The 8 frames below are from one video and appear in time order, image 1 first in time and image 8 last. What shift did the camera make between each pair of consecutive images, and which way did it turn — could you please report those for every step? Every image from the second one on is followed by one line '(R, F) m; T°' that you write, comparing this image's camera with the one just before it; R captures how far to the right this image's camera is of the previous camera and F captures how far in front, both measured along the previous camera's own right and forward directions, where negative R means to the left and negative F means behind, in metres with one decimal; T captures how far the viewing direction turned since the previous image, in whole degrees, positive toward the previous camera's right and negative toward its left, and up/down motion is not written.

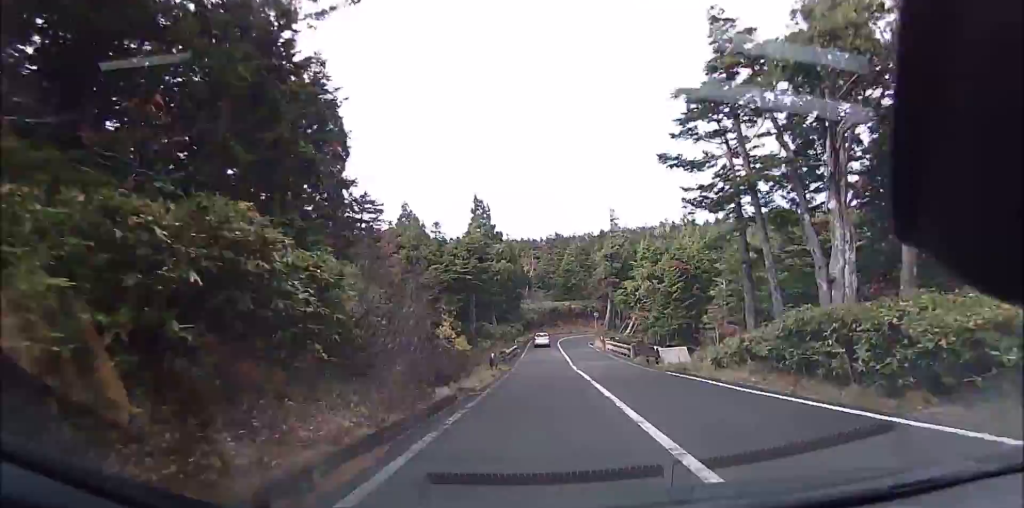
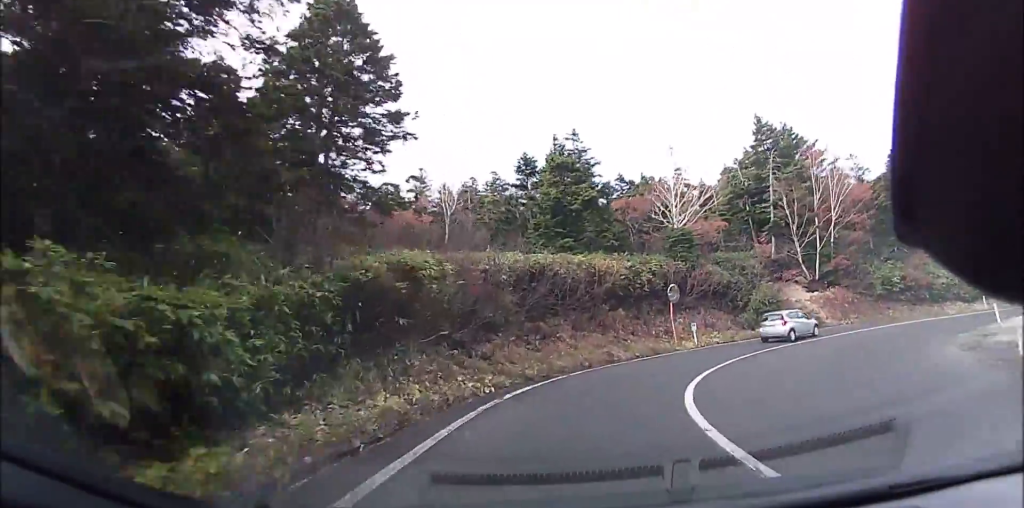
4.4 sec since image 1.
(-1.1, +57.7) m; +8°
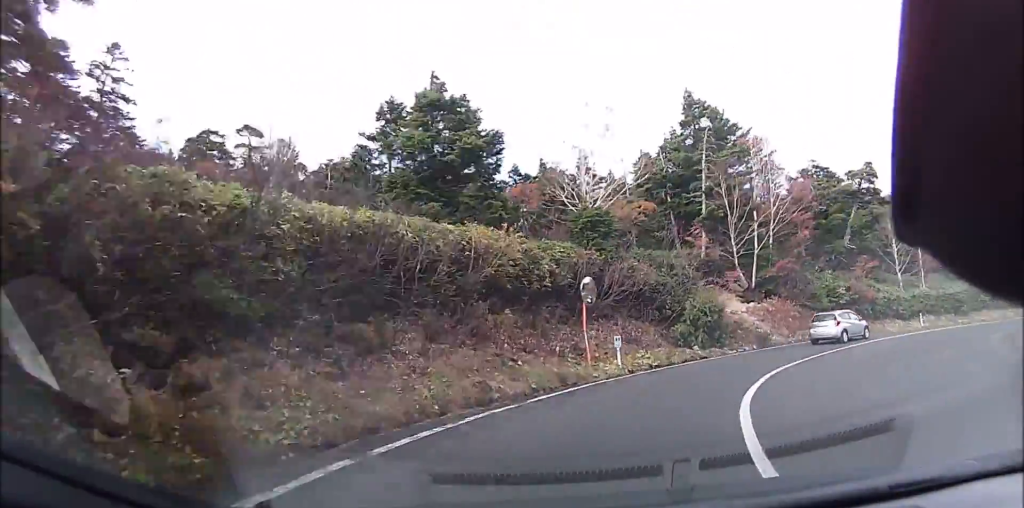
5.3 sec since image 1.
(+1.4, +10.0) m; +14°
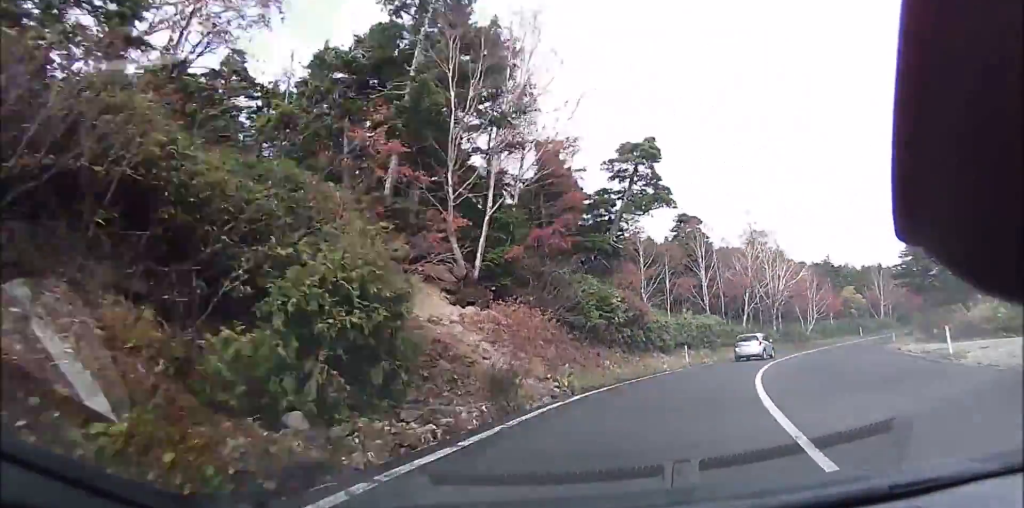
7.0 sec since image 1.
(+3.6, +15.8) m; +29°
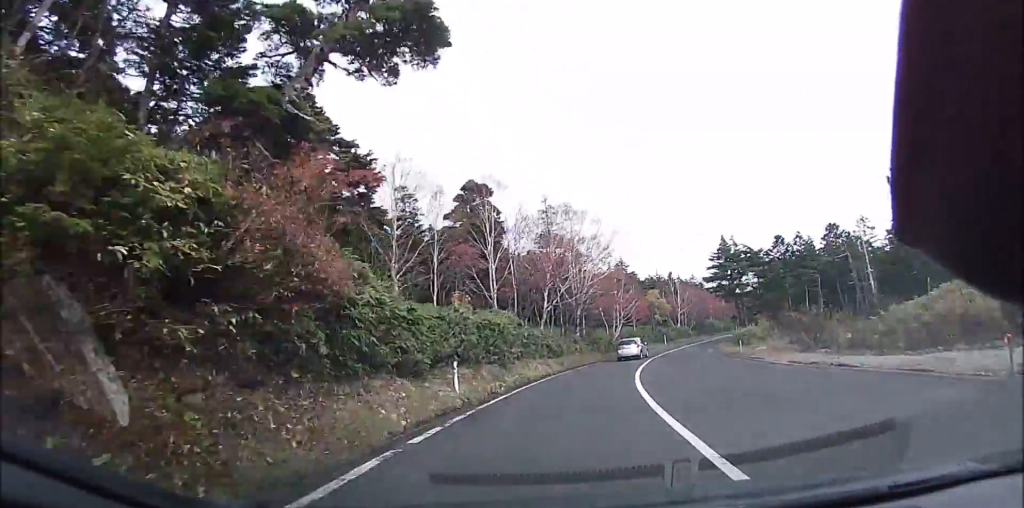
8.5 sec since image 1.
(+3.4, +13.5) m; +25°
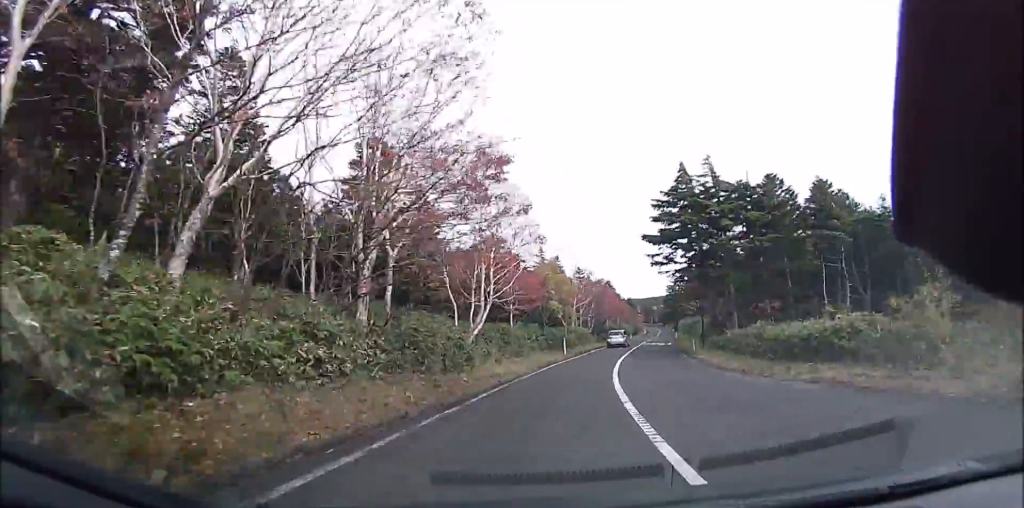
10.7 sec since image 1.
(+6.5, +23.4) m; +26°
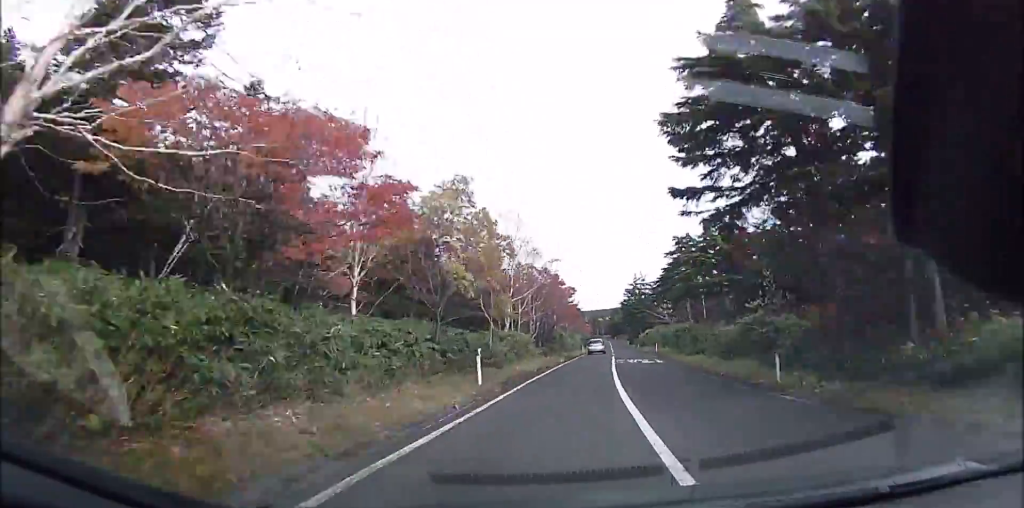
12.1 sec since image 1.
(+1.6, +15.8) m; +9°
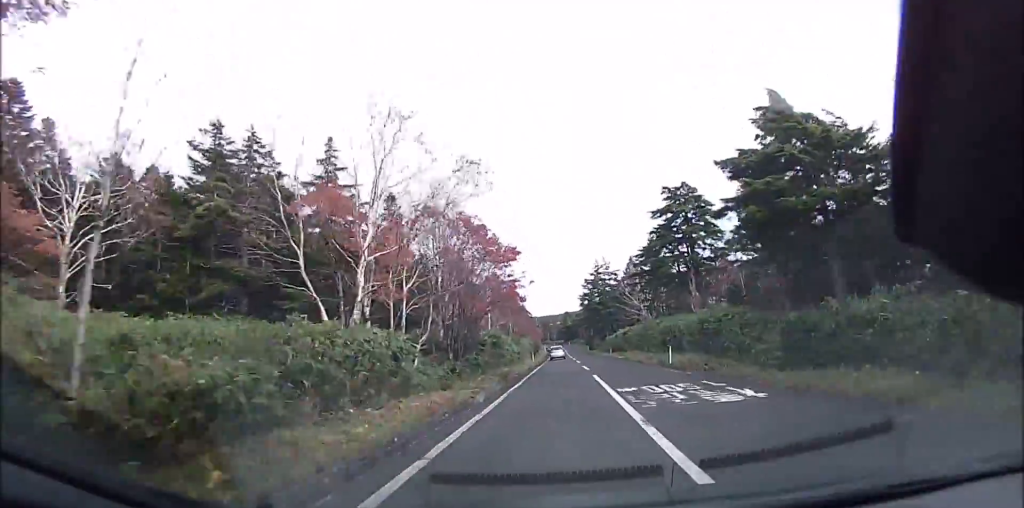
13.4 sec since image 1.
(+0.8, +15.8) m; +5°
